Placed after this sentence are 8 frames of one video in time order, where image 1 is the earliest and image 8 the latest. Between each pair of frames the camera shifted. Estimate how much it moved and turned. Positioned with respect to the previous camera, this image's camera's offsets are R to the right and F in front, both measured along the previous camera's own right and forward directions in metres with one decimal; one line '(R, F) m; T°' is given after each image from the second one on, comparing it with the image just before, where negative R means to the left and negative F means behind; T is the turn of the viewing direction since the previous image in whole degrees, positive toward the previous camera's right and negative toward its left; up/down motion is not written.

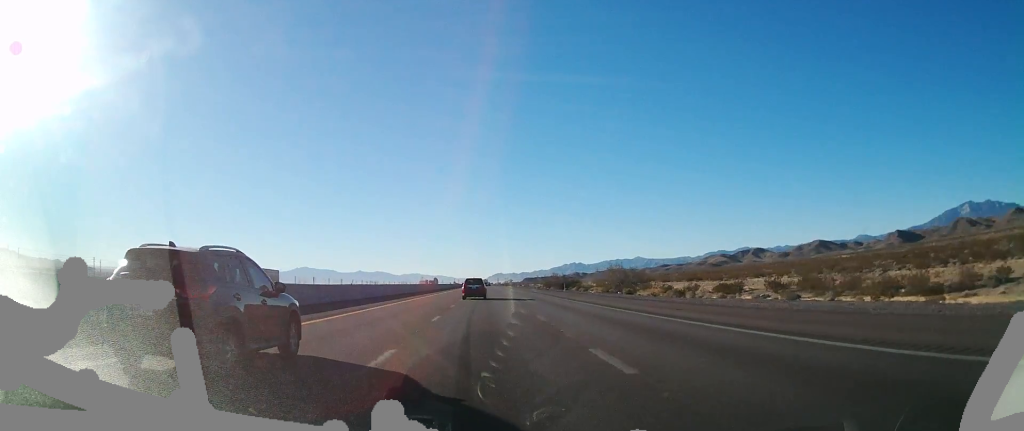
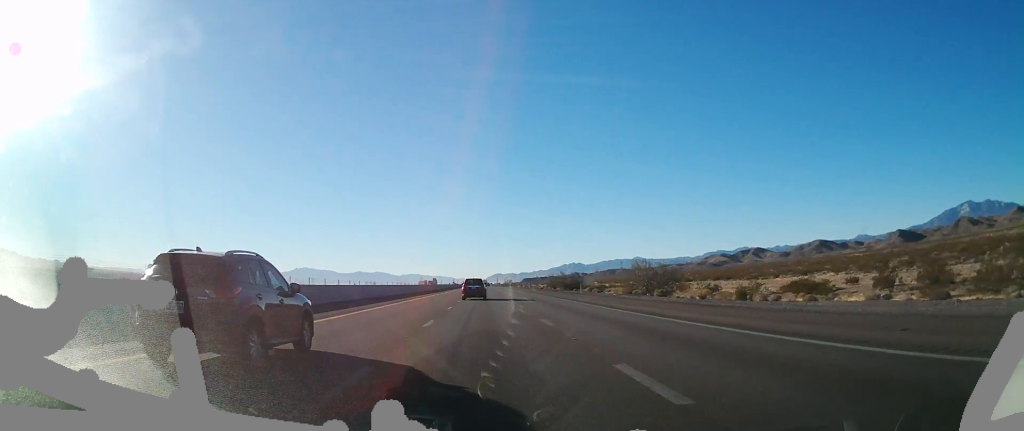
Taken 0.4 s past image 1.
(0.0, +14.4) m; 0°
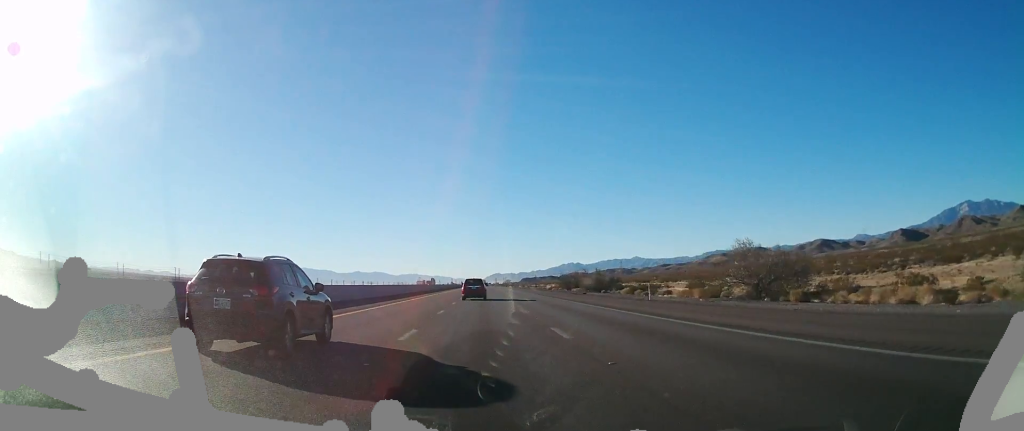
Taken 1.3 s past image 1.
(0.0, +28.8) m; 0°
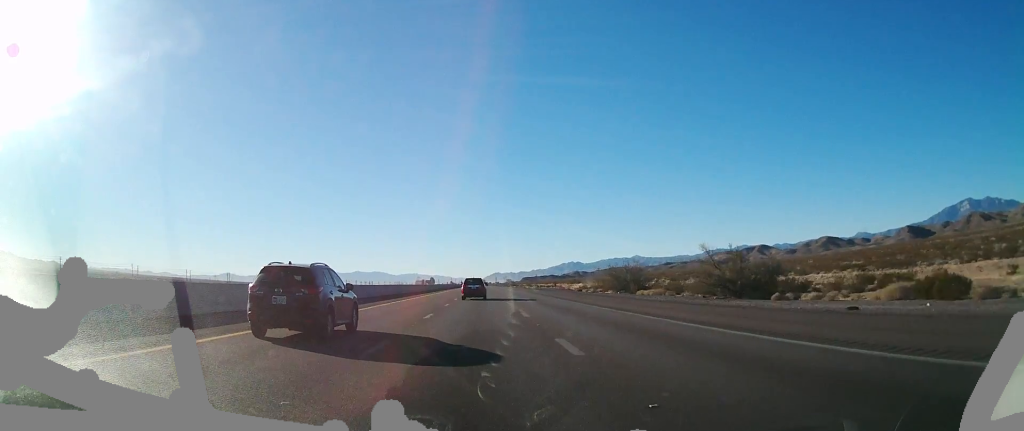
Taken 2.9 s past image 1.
(+0.2, +52.1) m; +1°
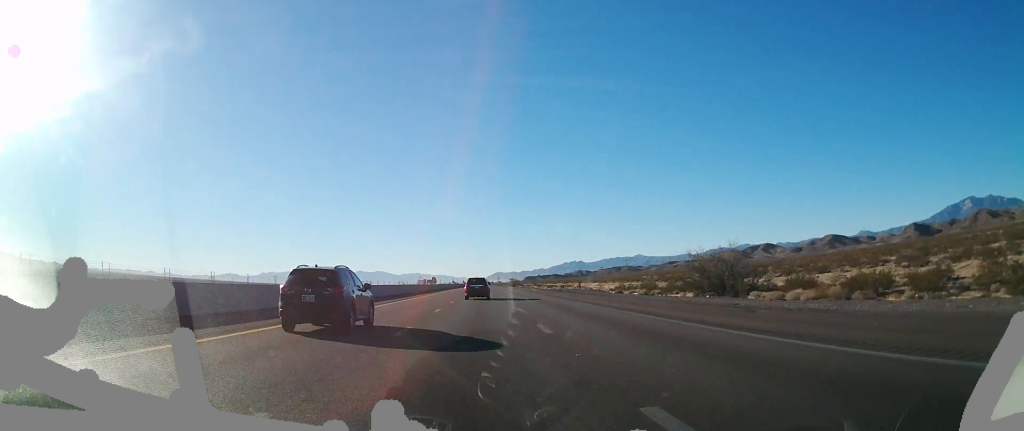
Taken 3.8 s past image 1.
(+0.3, +32.2) m; 0°
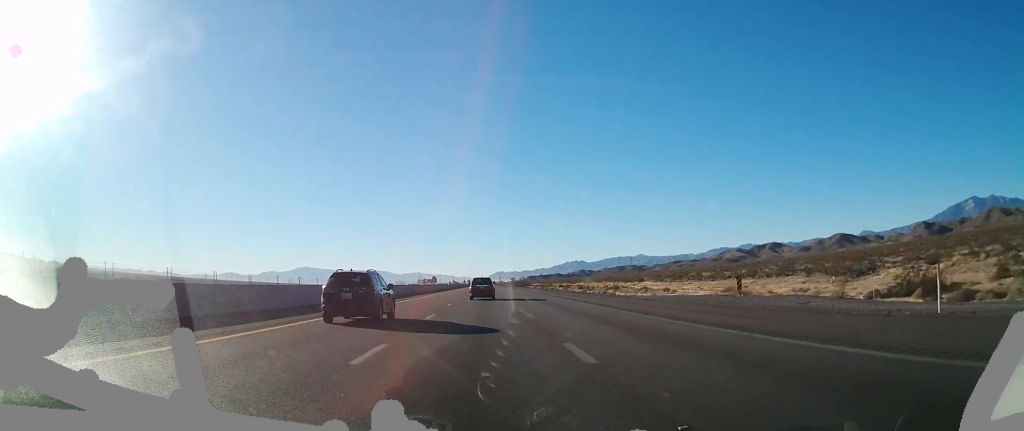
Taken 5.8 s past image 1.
(-0.8, +66.7) m; -1°
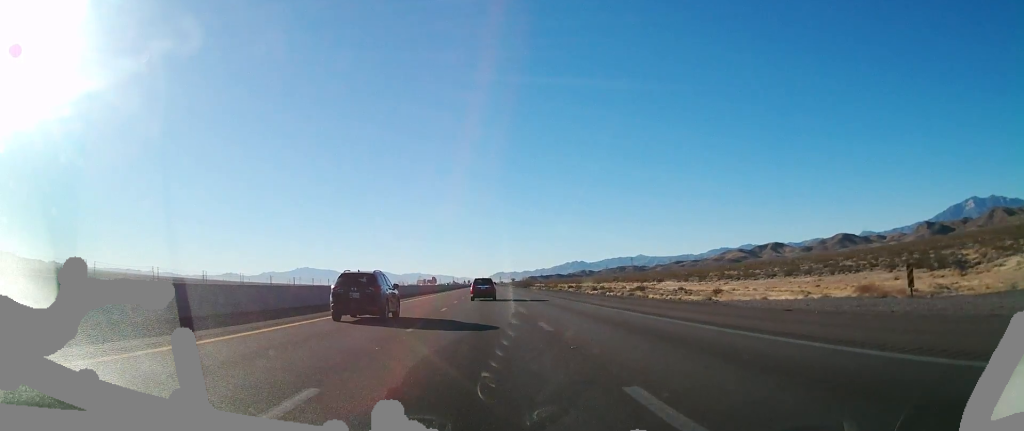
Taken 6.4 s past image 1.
(0.0, +17.7) m; 0°
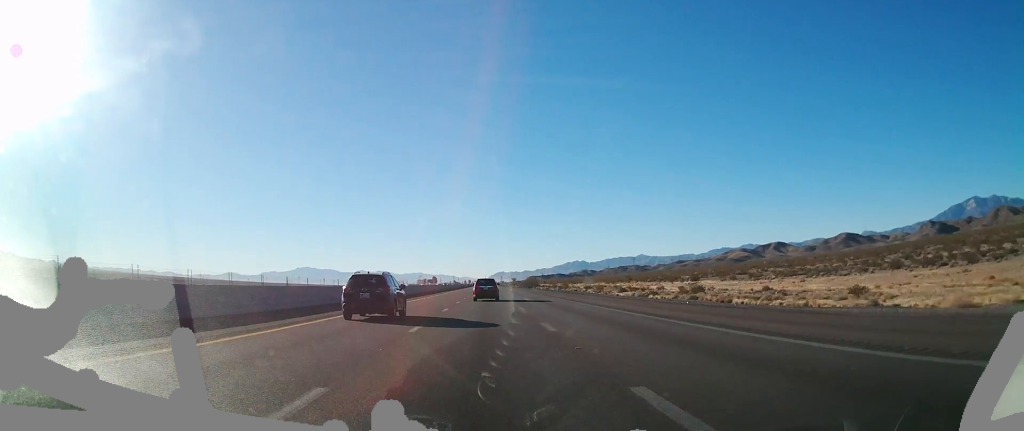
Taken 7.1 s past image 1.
(0.0, +24.3) m; 0°
